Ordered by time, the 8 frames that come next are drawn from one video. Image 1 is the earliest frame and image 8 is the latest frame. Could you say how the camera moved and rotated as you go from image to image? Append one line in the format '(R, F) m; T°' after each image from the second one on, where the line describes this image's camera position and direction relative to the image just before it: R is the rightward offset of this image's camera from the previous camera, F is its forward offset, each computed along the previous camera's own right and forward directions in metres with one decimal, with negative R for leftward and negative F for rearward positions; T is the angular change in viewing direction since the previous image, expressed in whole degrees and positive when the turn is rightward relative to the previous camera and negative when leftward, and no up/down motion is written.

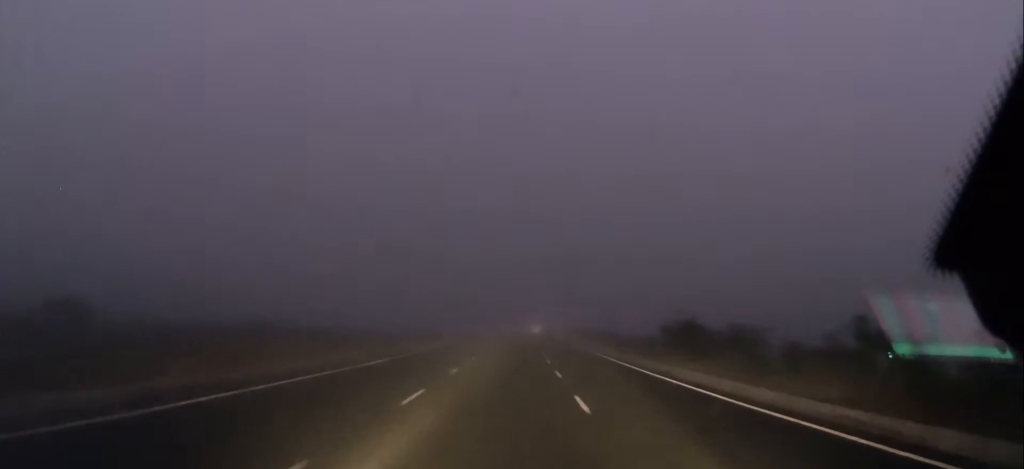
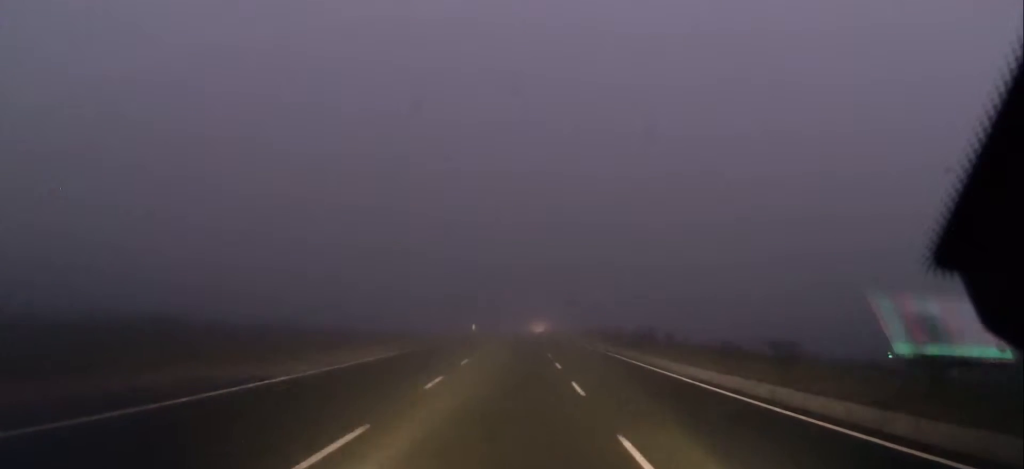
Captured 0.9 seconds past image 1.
(0.0, +24.6) m; 0°
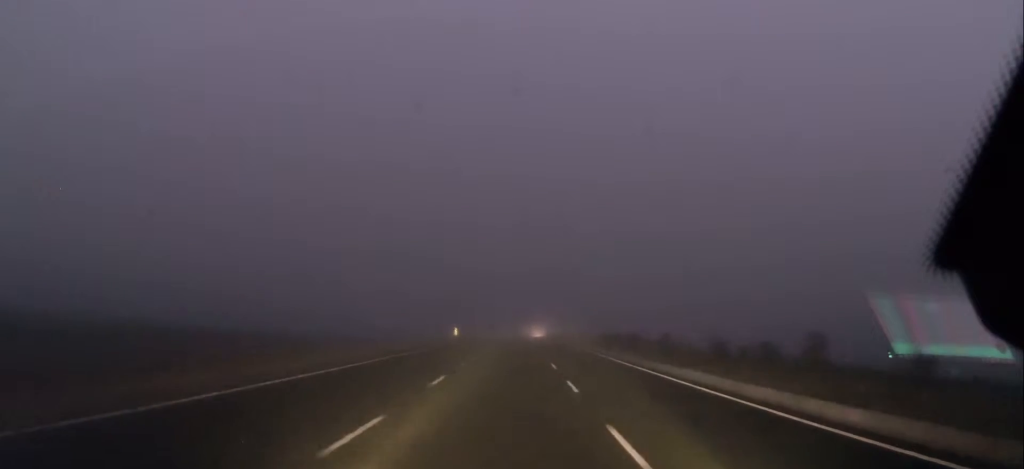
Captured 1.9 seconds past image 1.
(+0.2, +25.8) m; 0°
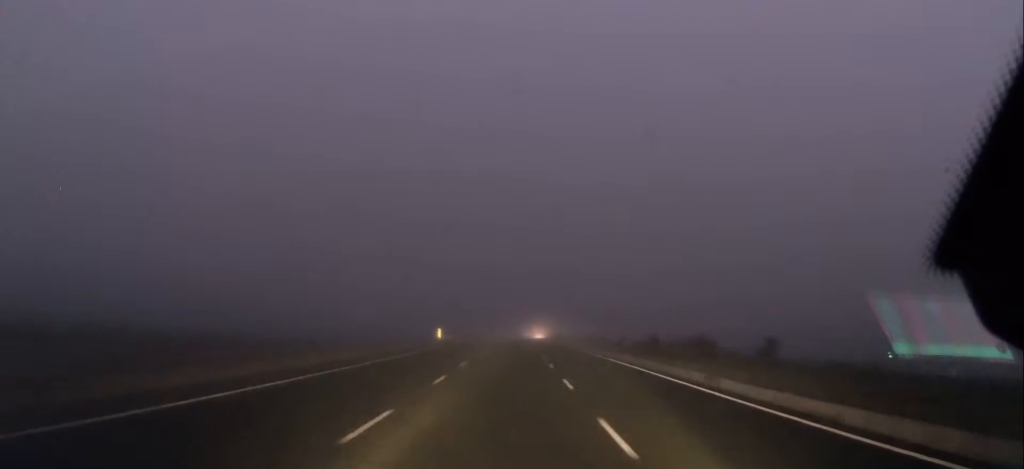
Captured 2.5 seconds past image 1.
(-0.1, +17.1) m; 0°
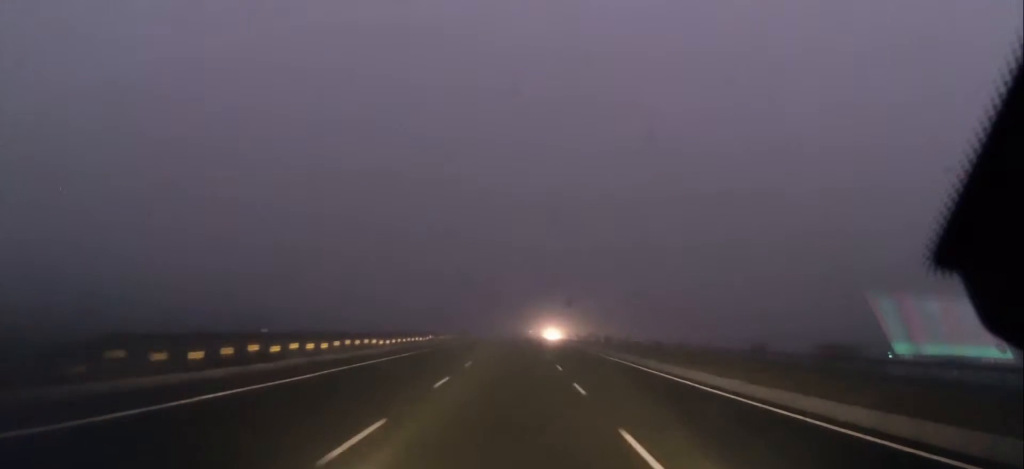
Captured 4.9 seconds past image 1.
(0.0, +64.7) m; 0°
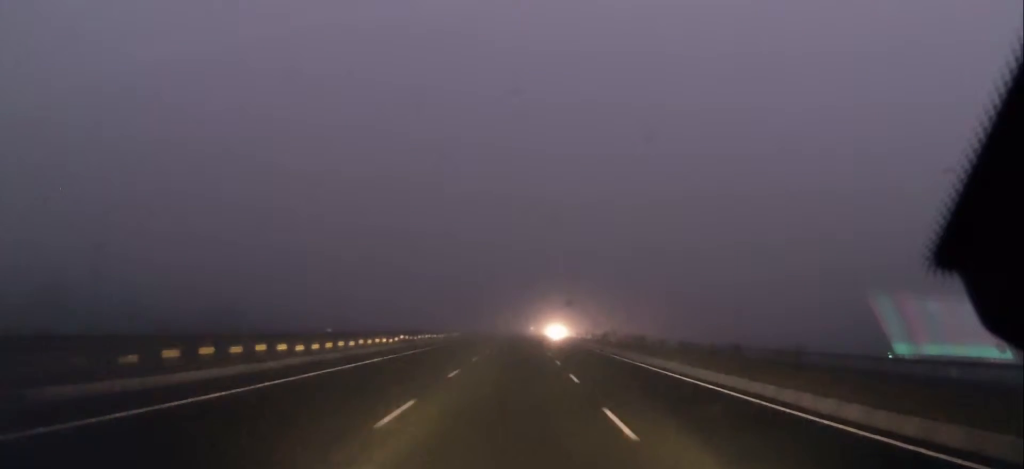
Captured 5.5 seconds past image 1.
(-0.1, +15.5) m; 0°
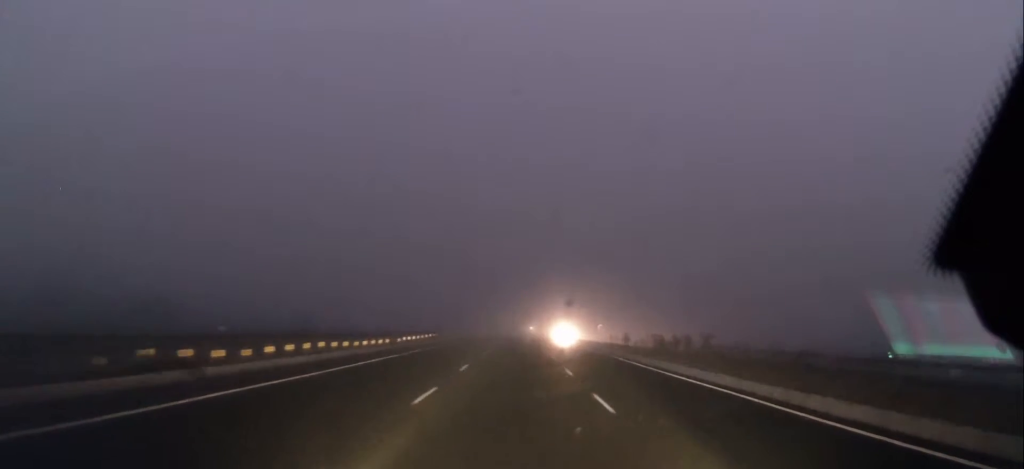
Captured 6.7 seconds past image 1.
(+0.1, +33.8) m; -1°
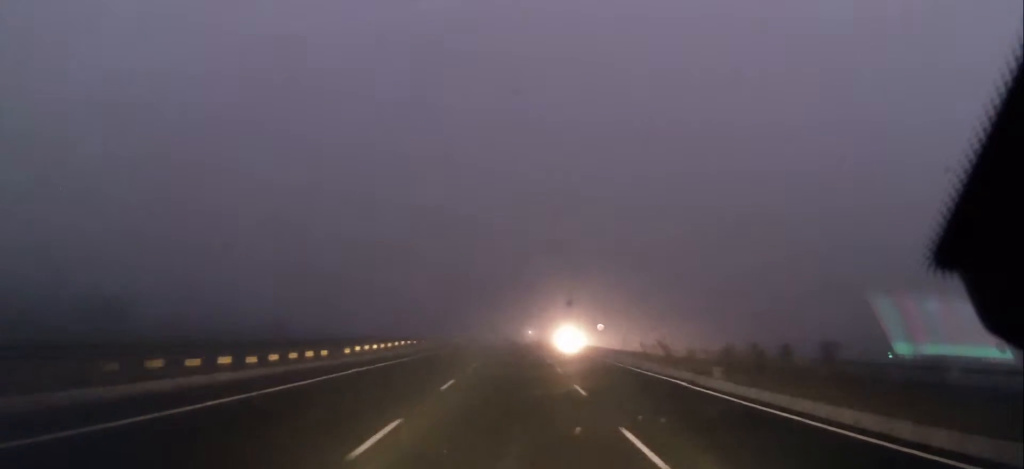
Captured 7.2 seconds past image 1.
(-0.3, +13.6) m; 0°
